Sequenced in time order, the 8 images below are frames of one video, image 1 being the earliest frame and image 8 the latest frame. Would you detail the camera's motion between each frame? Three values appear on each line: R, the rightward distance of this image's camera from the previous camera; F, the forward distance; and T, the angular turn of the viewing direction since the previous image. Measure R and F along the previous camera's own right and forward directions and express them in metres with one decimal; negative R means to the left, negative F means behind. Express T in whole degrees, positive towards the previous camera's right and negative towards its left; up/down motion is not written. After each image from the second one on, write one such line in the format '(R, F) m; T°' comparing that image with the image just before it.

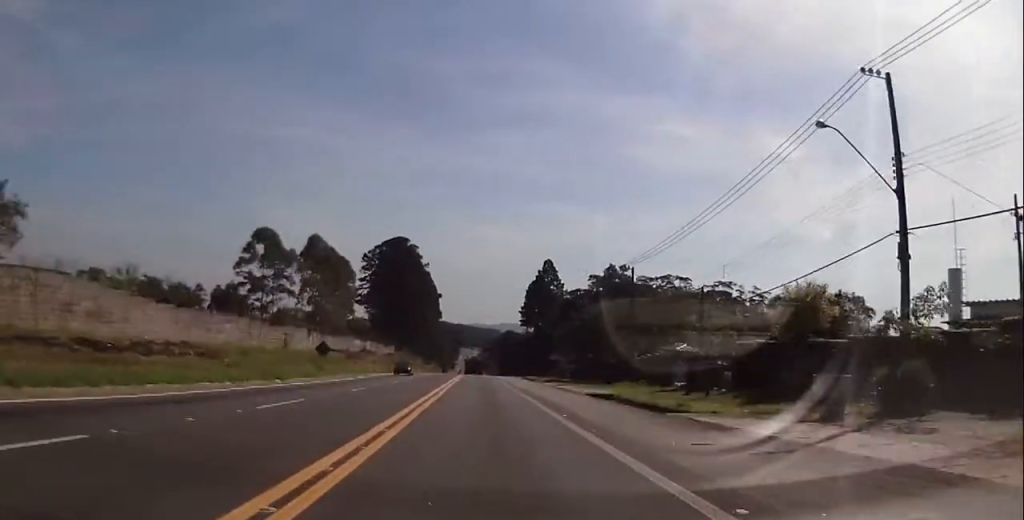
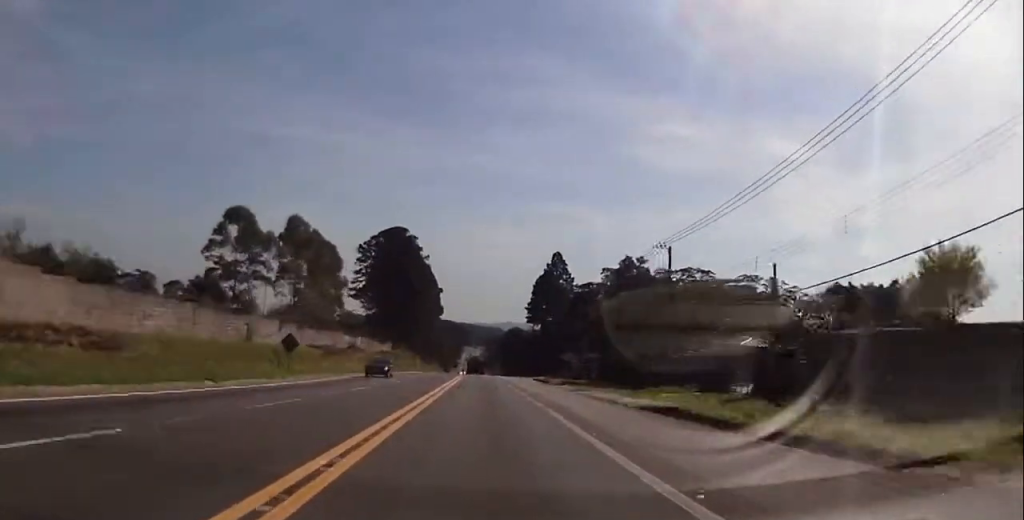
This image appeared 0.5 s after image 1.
(-0.2, +10.5) m; -1°
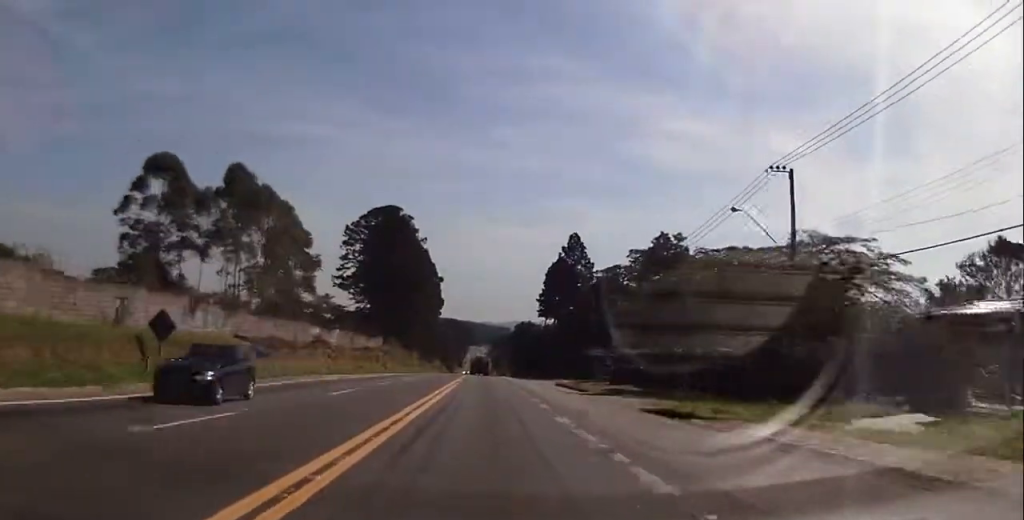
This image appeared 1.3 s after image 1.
(0.0, +19.3) m; +1°
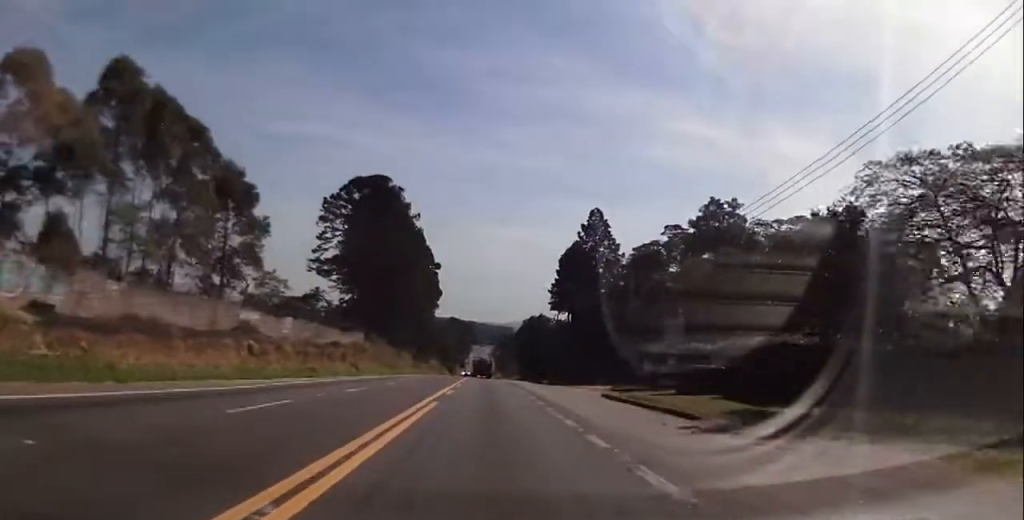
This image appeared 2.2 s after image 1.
(+0.2, +20.4) m; 0°
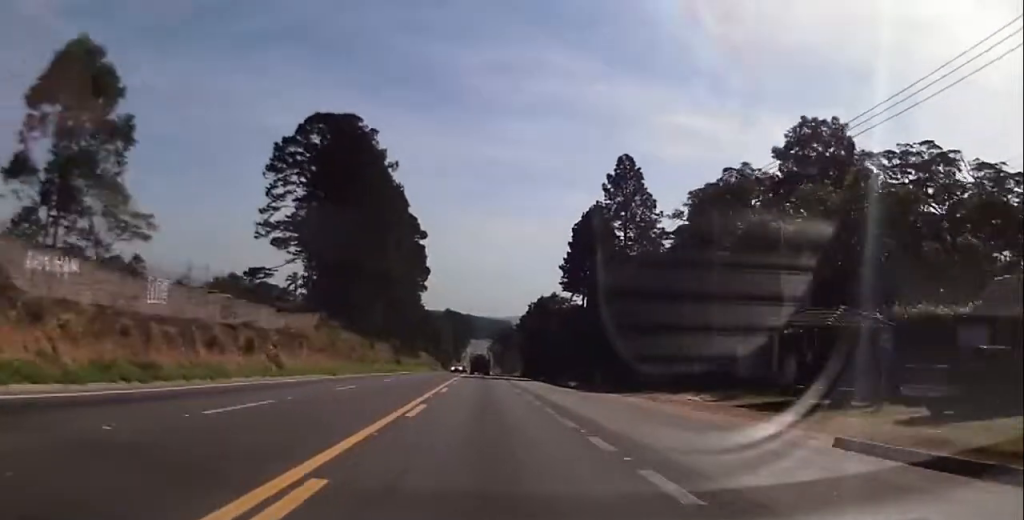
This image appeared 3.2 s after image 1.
(-0.2, +25.0) m; -1°
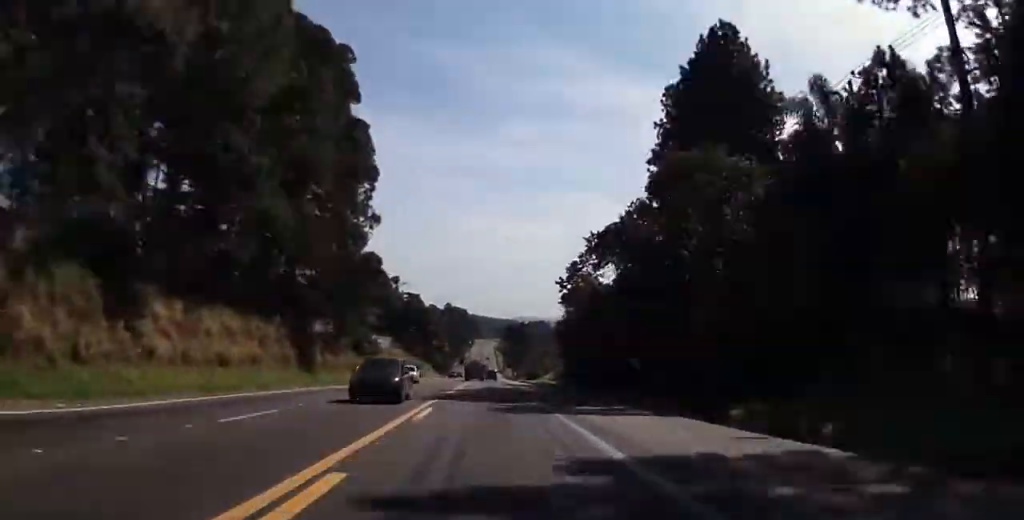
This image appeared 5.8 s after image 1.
(-1.1, +65.4) m; -1°
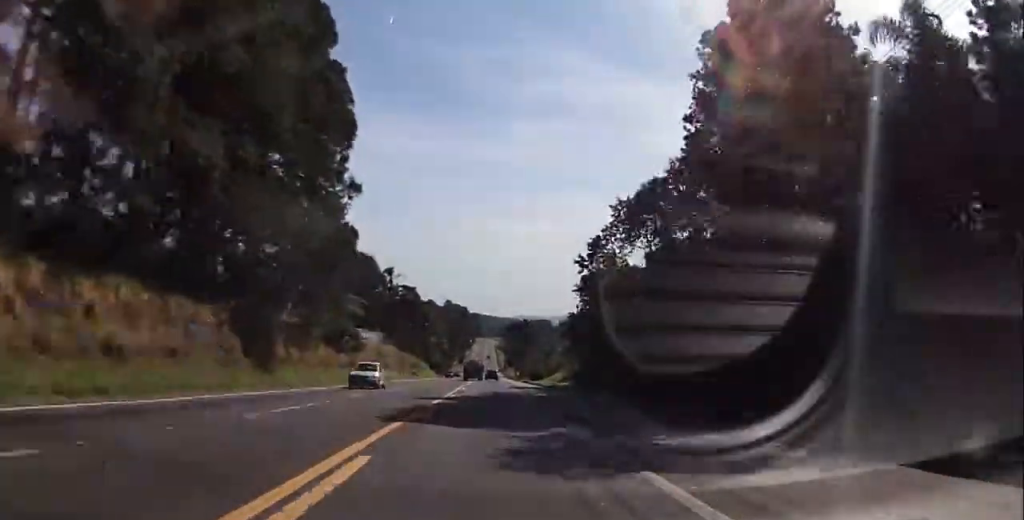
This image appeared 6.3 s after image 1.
(-0.1, +12.6) m; 0°
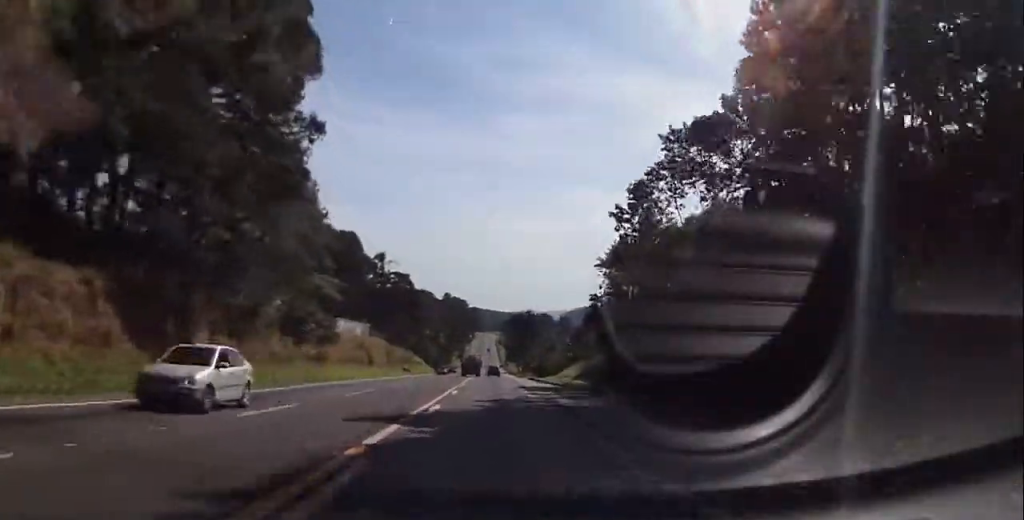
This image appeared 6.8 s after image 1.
(0.0, +13.5) m; 0°
